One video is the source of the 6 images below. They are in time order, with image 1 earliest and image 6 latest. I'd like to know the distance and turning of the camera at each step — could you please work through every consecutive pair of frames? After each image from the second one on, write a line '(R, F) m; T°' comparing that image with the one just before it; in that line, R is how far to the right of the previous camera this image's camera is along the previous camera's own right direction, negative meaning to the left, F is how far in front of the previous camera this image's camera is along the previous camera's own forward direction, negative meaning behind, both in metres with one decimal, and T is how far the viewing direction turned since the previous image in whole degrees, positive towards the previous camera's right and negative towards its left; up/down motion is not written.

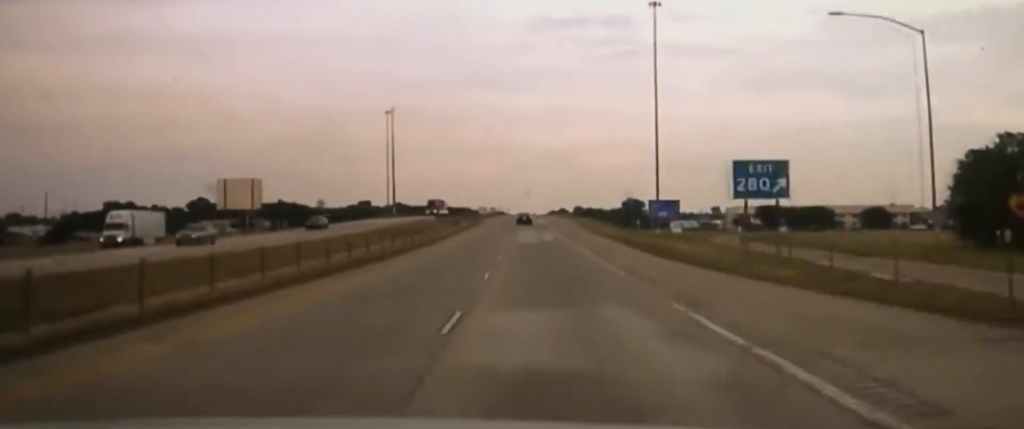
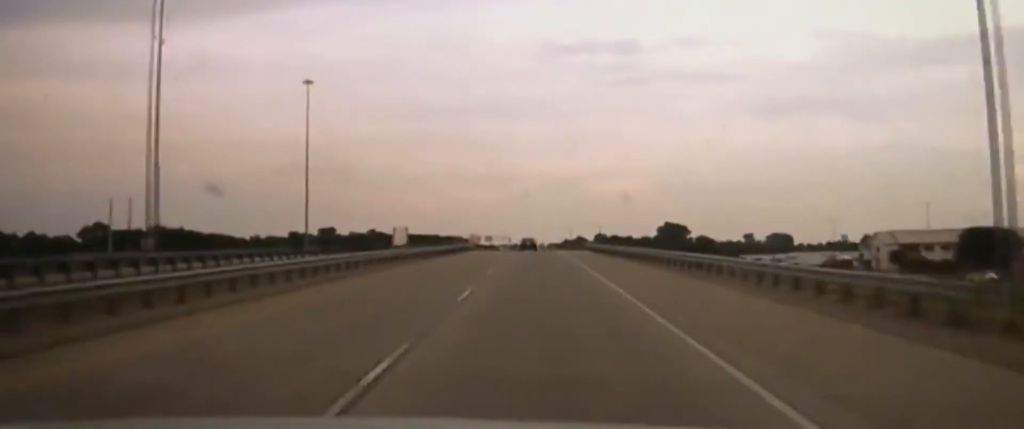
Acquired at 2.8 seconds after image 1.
(-0.3, +151.8) m; 0°
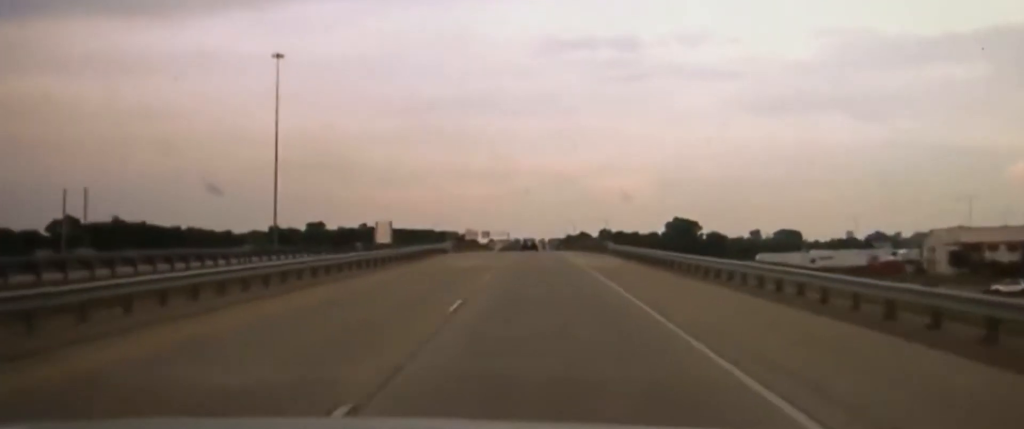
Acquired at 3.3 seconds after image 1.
(0.0, +30.7) m; 0°
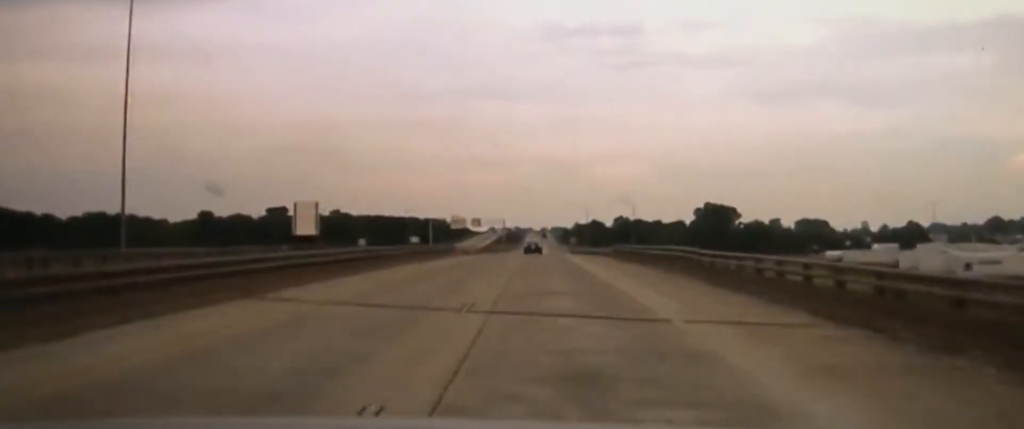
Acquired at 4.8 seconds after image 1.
(-0.5, +75.0) m; -1°
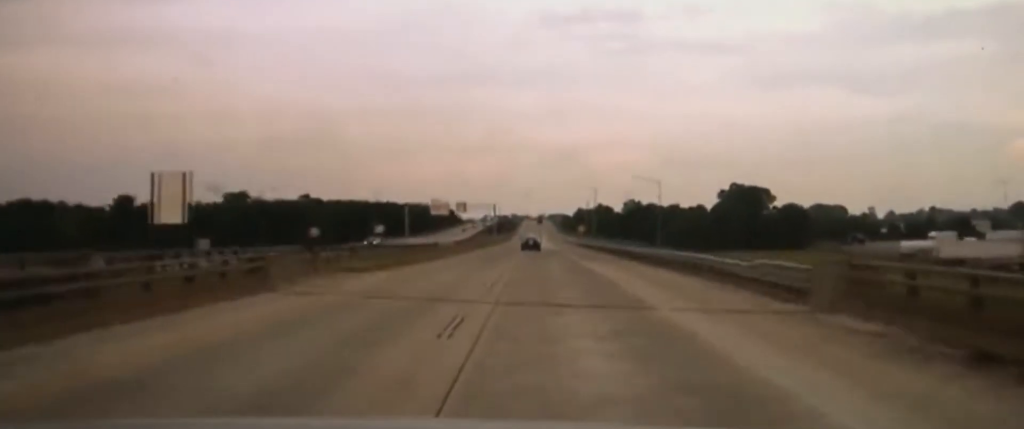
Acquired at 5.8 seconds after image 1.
(-0.1, +54.2) m; 0°
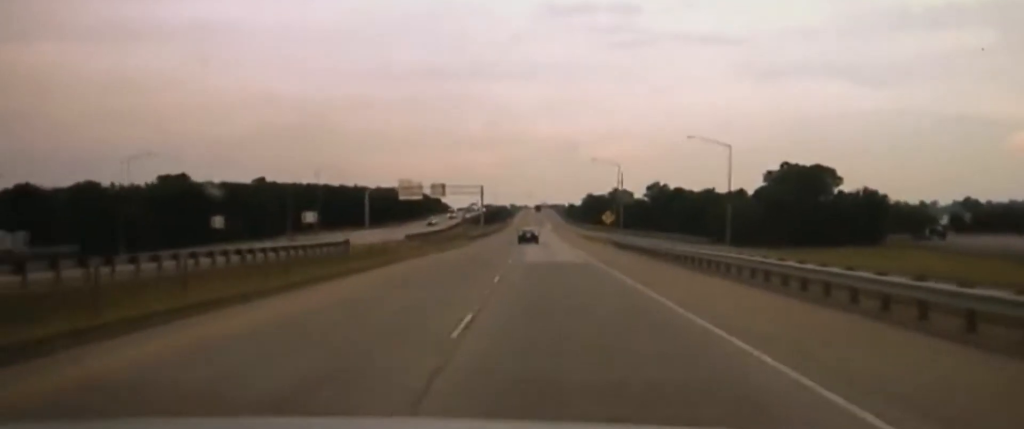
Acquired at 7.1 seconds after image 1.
(+0.3, +62.7) m; 0°
